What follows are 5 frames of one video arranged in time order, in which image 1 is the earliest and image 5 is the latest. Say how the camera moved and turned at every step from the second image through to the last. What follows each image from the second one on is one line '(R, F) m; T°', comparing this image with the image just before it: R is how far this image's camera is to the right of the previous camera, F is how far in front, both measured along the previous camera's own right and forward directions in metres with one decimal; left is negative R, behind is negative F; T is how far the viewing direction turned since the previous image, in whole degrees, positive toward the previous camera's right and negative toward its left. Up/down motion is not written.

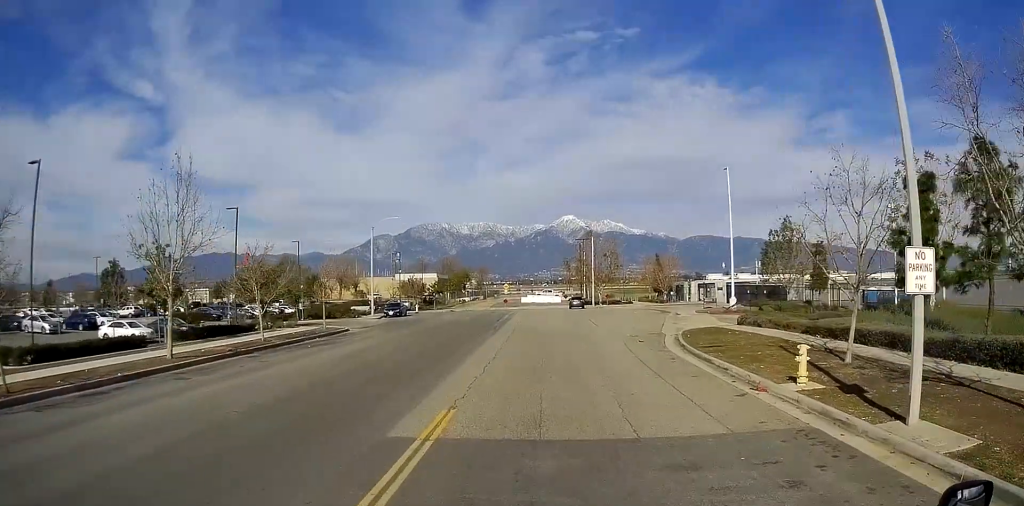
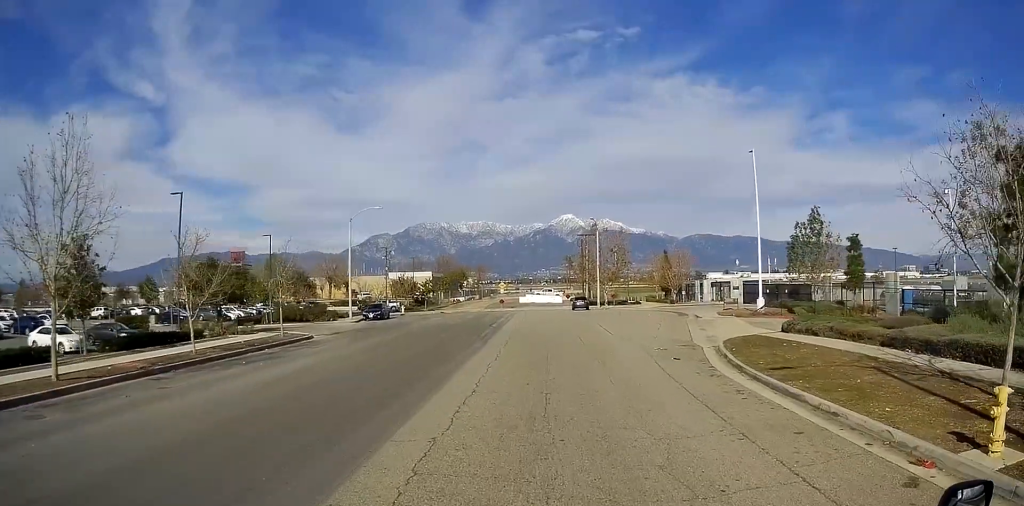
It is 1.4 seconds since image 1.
(0.0, +7.9) m; 0°
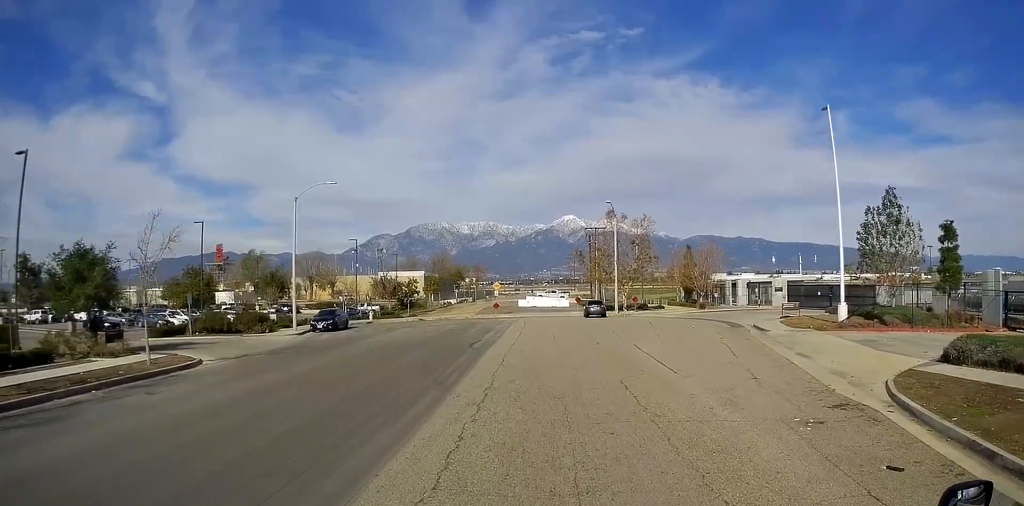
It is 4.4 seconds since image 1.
(0.0, +14.1) m; 0°
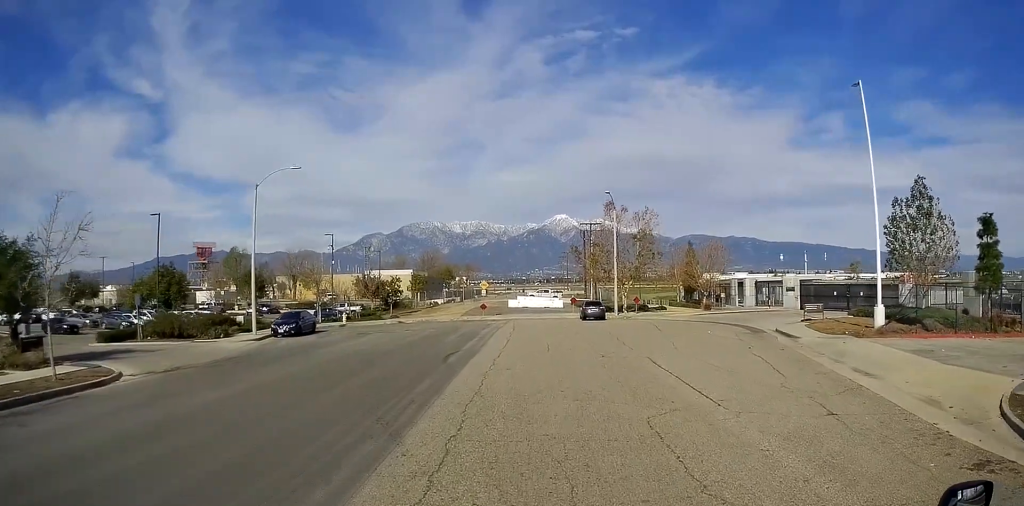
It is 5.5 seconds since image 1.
(0.0, +4.9) m; 0°
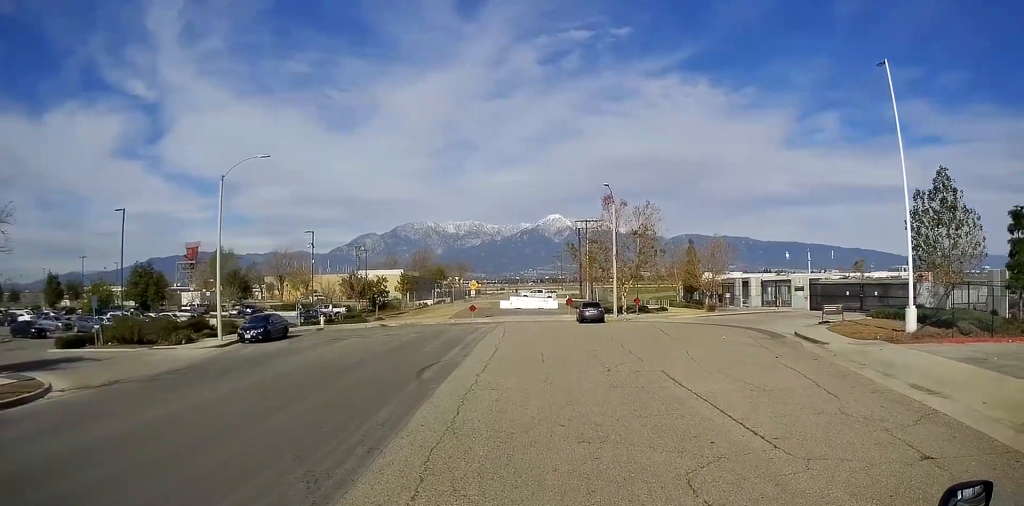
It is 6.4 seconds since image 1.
(0.0, +3.6) m; 0°
